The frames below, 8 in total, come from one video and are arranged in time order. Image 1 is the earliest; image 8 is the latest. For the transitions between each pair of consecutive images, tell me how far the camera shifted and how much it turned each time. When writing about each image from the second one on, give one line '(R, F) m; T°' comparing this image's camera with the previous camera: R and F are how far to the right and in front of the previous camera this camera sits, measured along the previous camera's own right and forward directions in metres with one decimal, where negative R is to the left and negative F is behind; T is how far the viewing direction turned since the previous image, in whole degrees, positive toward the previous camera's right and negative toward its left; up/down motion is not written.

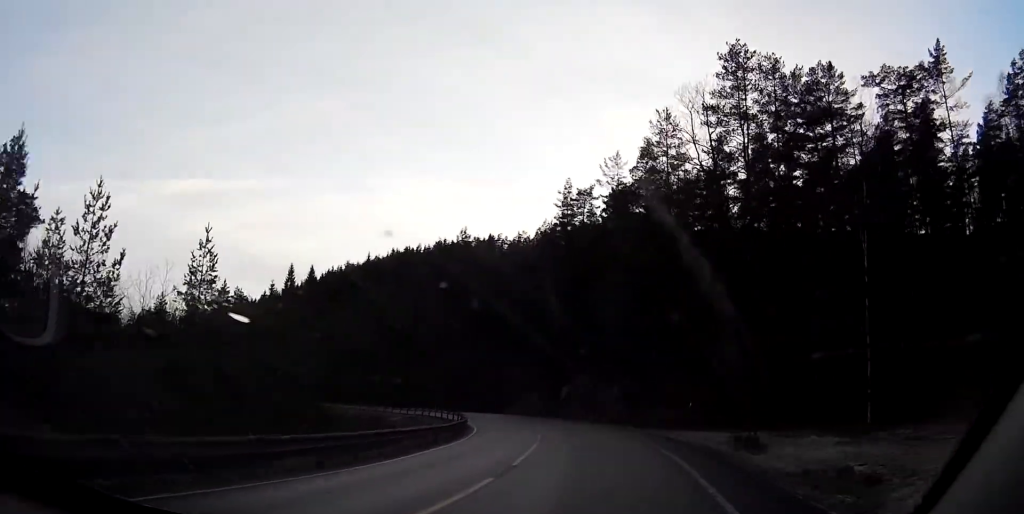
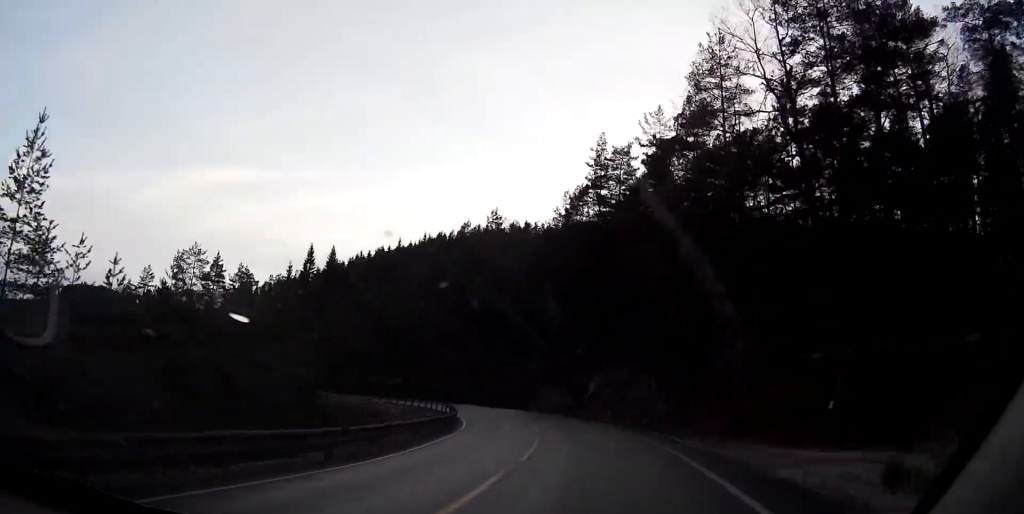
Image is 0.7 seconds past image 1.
(-0.2, +12.2) m; -3°
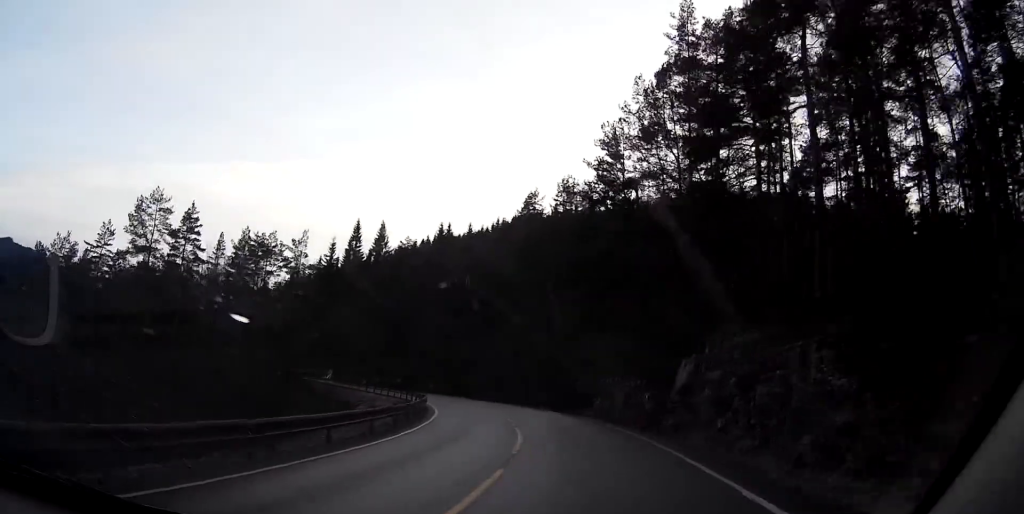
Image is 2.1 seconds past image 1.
(-1.6, +24.0) m; -8°
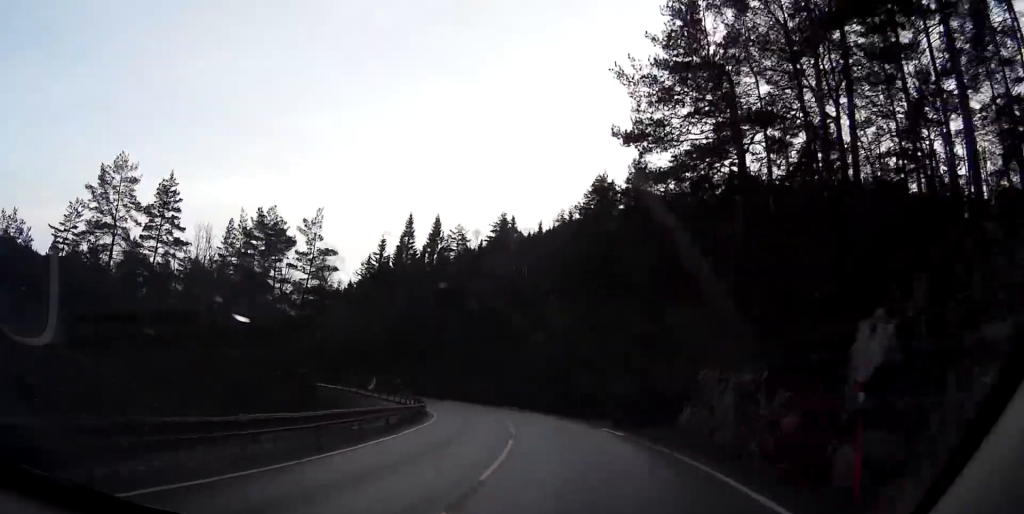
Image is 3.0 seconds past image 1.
(-0.8, +16.9) m; -6°
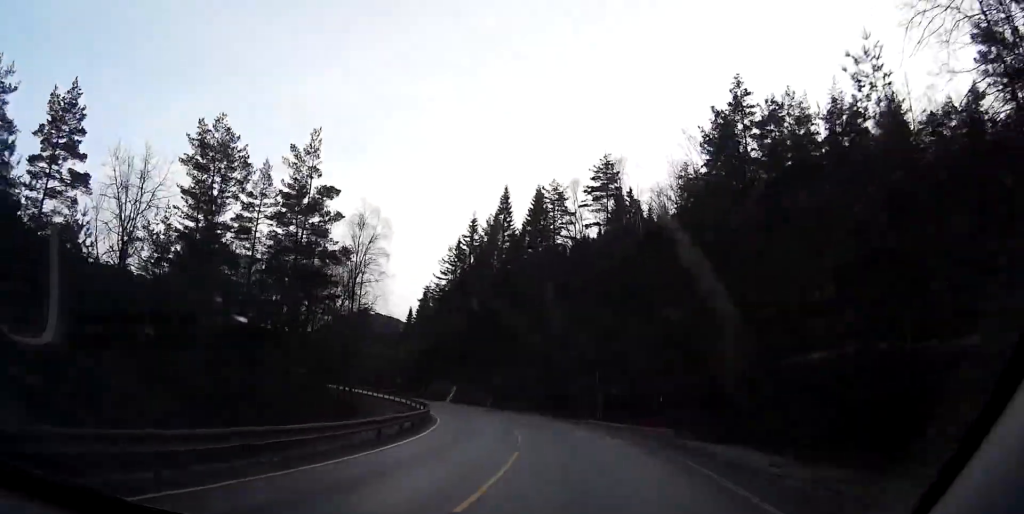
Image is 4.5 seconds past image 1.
(-2.4, +27.0) m; -11°
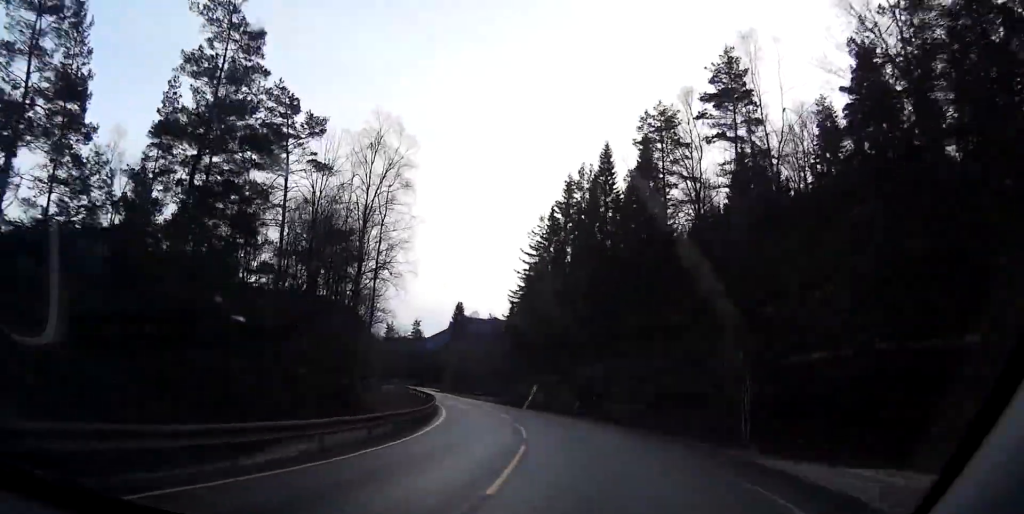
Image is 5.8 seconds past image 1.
(-2.0, +23.0) m; -9°
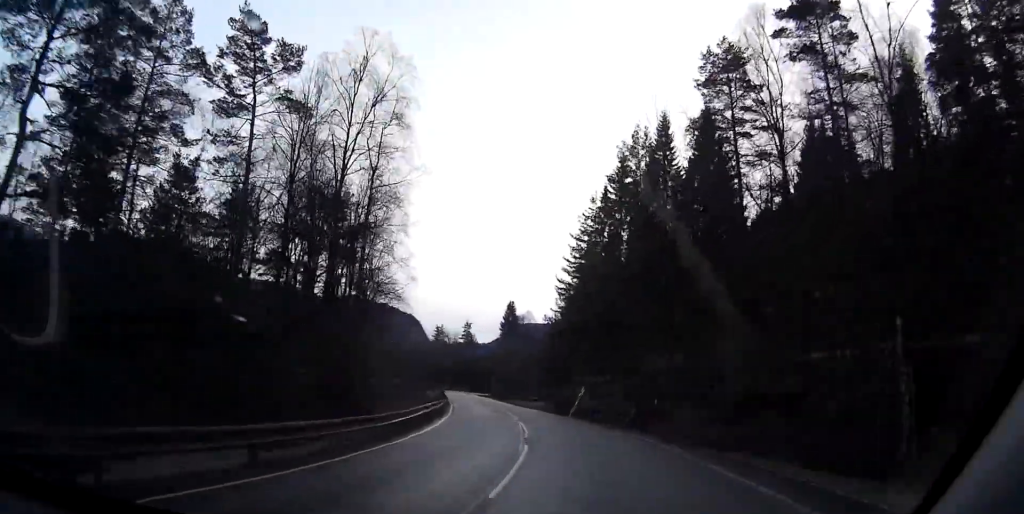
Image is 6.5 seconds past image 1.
(-0.3, +11.8) m; -4°
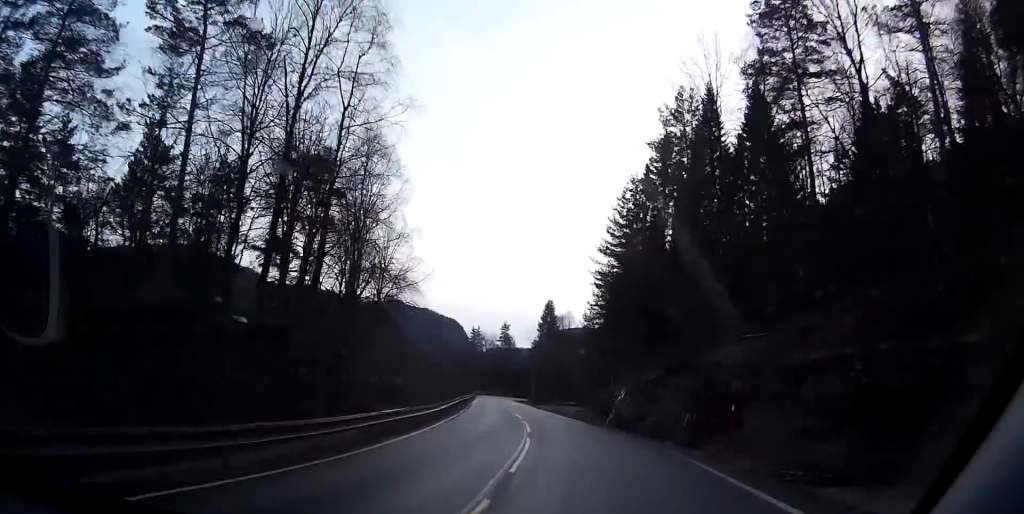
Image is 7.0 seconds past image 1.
(-0.4, +8.8) m; -3°
